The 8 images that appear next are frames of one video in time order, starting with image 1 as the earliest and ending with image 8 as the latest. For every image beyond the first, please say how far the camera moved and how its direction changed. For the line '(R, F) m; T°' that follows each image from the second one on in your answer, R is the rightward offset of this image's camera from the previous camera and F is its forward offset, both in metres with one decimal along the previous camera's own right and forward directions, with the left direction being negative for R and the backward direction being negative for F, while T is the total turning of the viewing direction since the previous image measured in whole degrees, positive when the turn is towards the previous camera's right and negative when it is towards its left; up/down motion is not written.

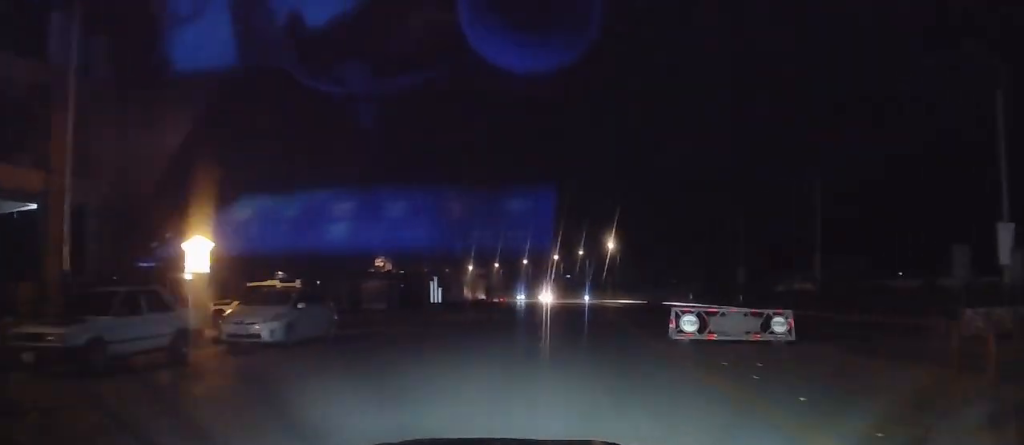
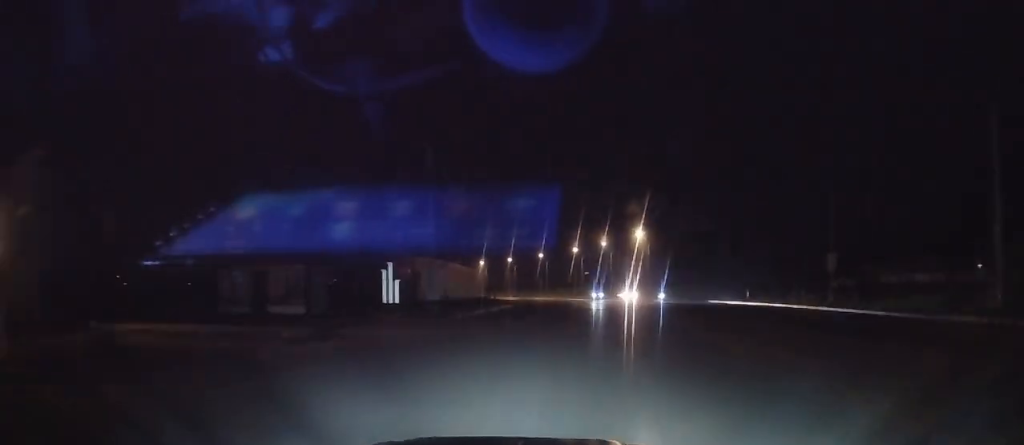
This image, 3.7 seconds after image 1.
(+0.3, +26.9) m; -2°
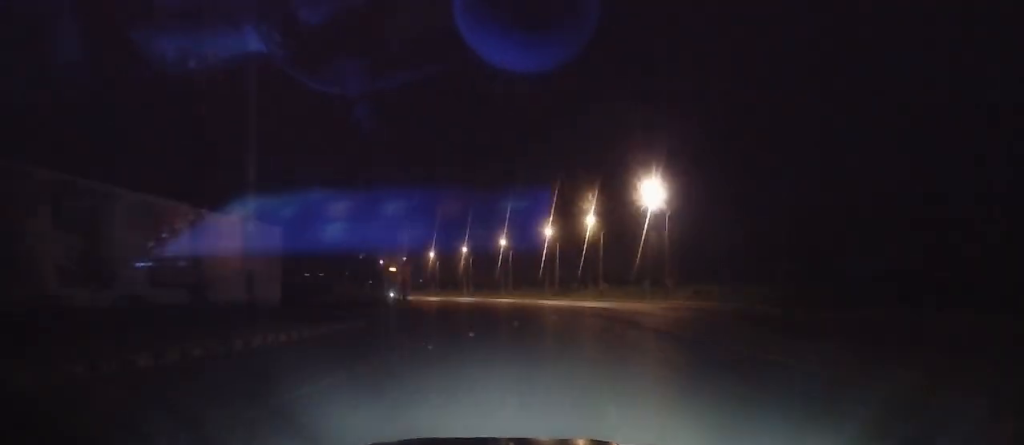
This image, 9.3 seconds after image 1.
(-2.3, +53.8) m; -7°
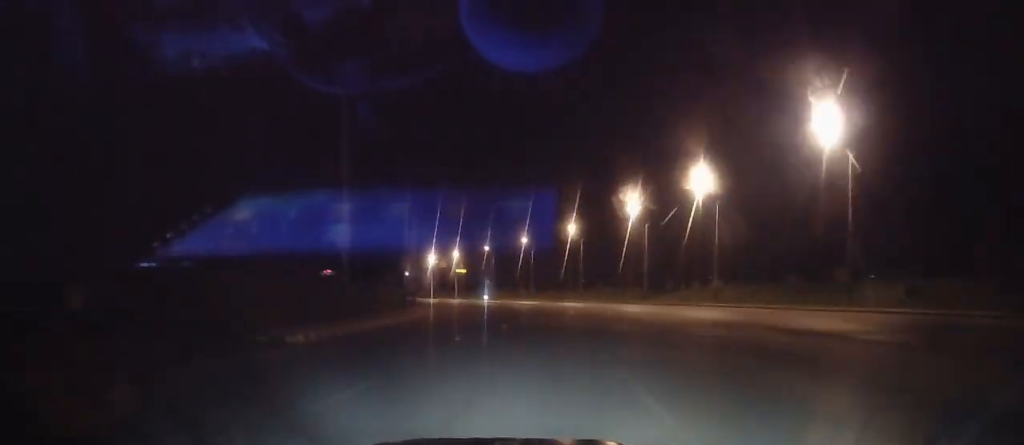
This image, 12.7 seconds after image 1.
(+2.0, +33.1) m; -5°
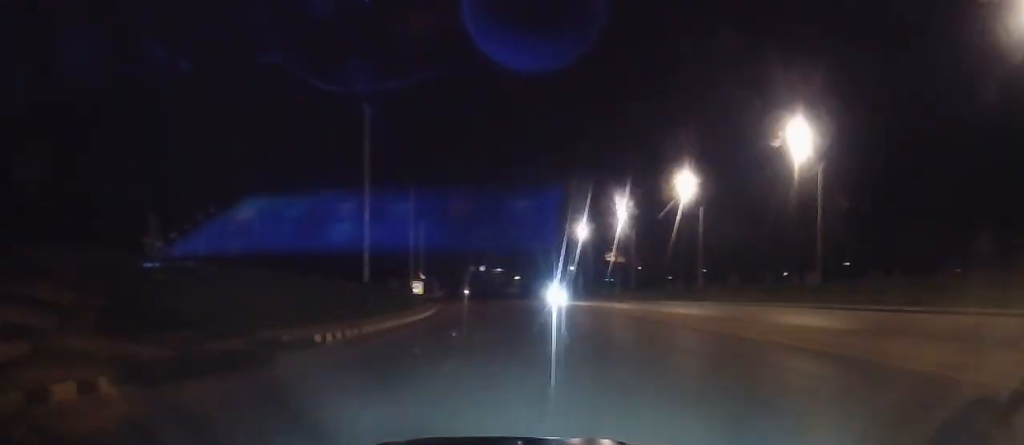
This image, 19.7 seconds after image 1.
(-9.7, +84.2) m; -11°
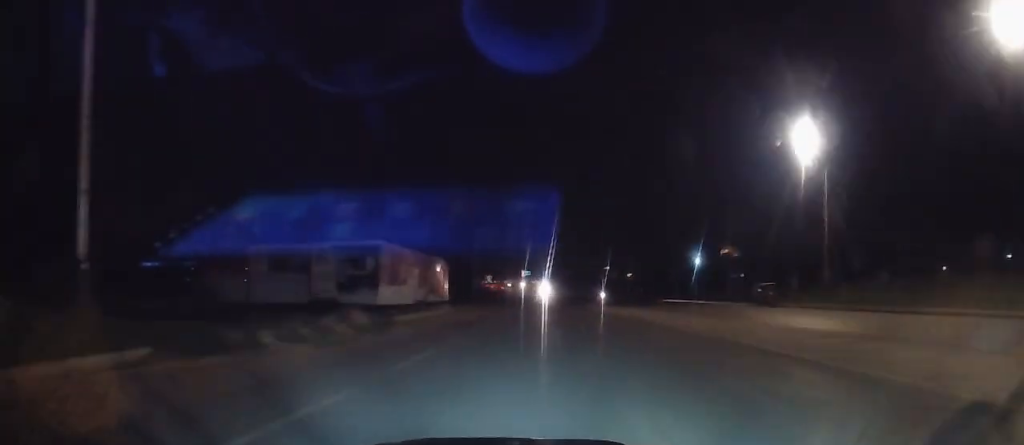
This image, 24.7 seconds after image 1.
(-5.5, +63.9) m; -5°
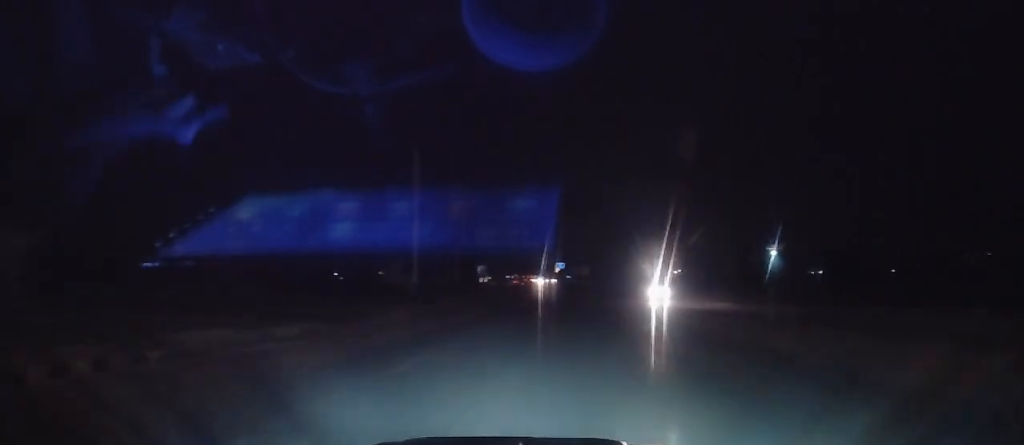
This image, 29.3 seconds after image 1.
(-2.3, +60.7) m; -4°
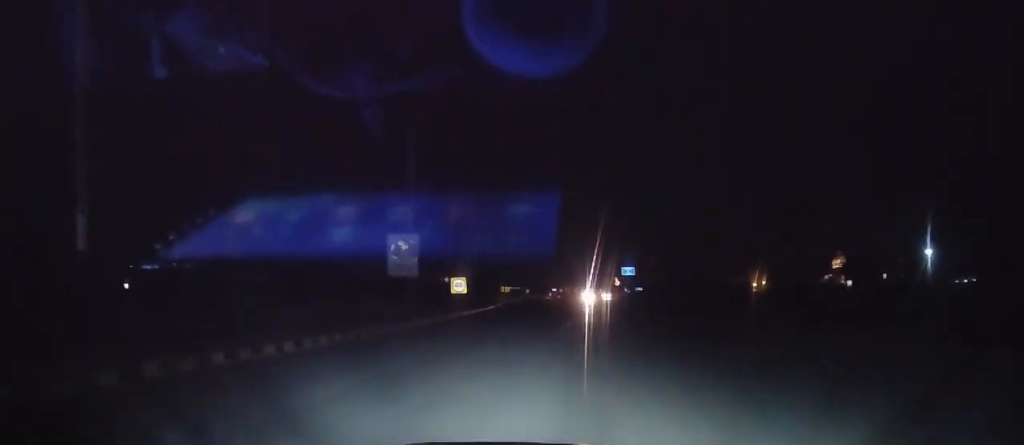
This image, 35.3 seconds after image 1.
(-2.9, +76.9) m; -3°
